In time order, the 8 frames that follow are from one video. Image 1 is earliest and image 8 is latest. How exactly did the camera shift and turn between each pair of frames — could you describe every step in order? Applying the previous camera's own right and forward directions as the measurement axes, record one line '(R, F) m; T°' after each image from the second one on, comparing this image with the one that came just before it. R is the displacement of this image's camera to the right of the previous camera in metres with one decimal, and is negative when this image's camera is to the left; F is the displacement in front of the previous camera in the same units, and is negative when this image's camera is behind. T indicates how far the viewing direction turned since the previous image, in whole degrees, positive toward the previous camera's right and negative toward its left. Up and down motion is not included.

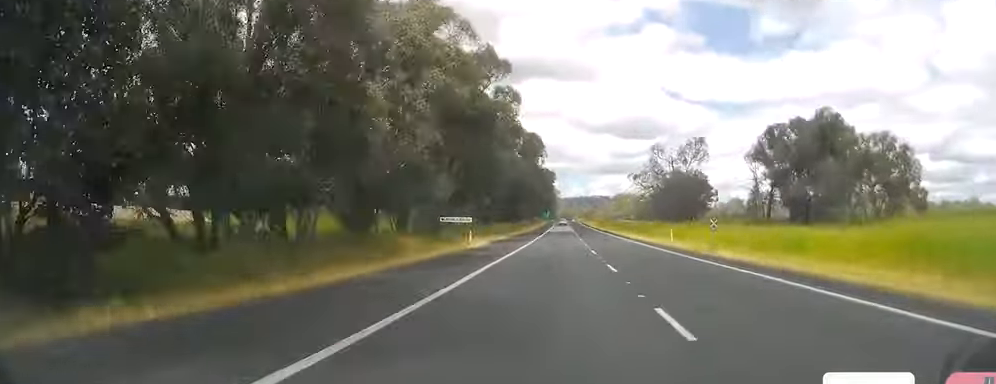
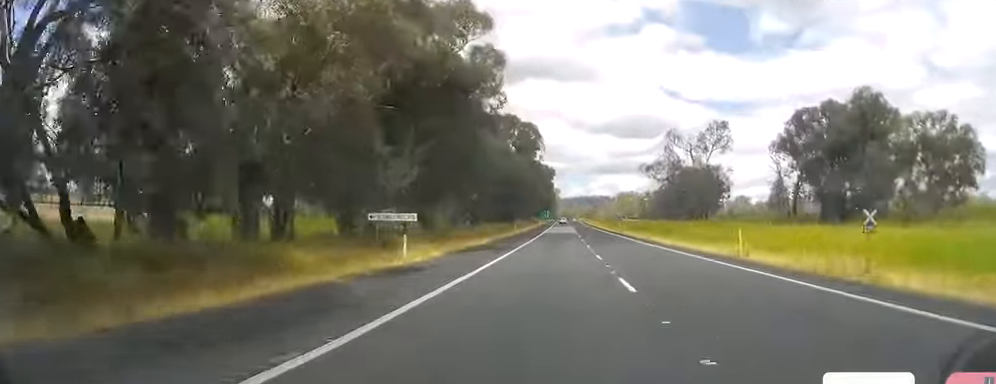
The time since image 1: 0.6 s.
(+0.3, +18.5) m; +1°
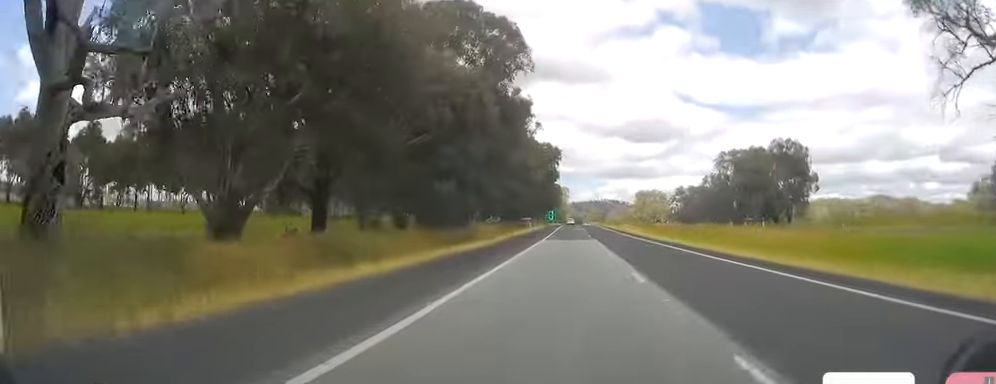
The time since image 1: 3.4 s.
(-1.2, +81.6) m; -1°
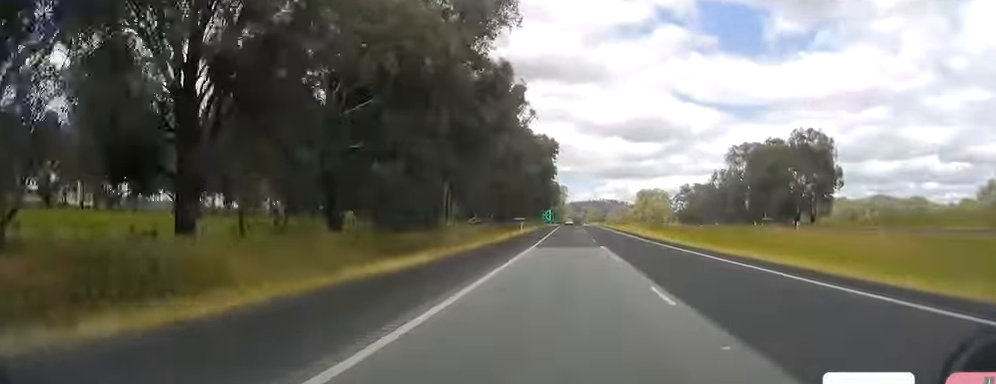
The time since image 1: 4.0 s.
(+0.1, +16.6) m; 0°
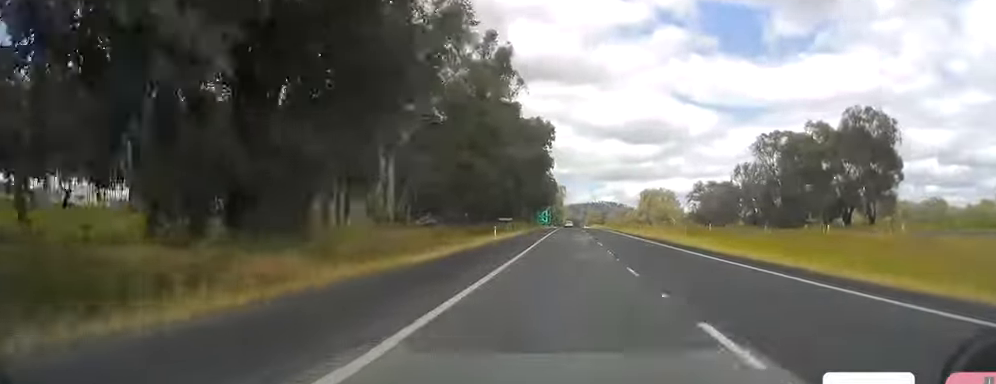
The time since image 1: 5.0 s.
(+0.2, +29.2) m; 0°
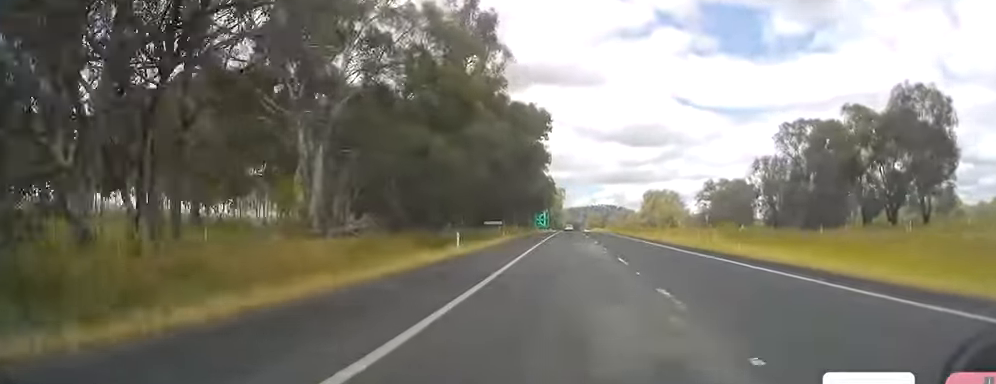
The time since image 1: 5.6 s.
(-0.3, +18.5) m; -1°
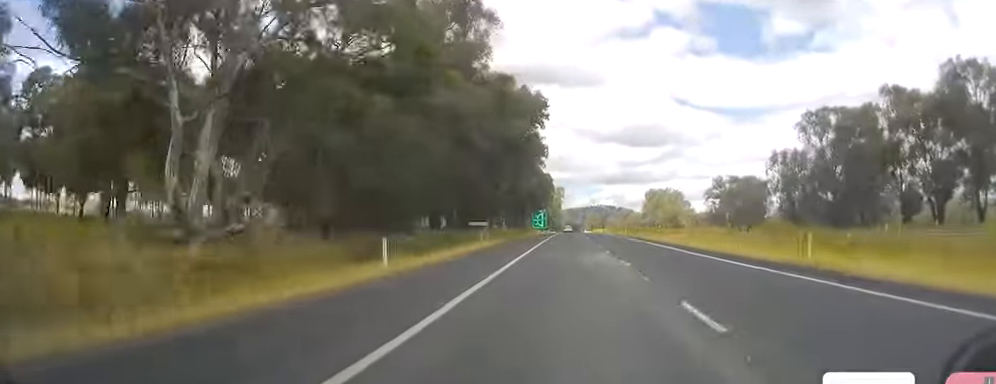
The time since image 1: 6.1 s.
(+0.2, +14.5) m; +1°
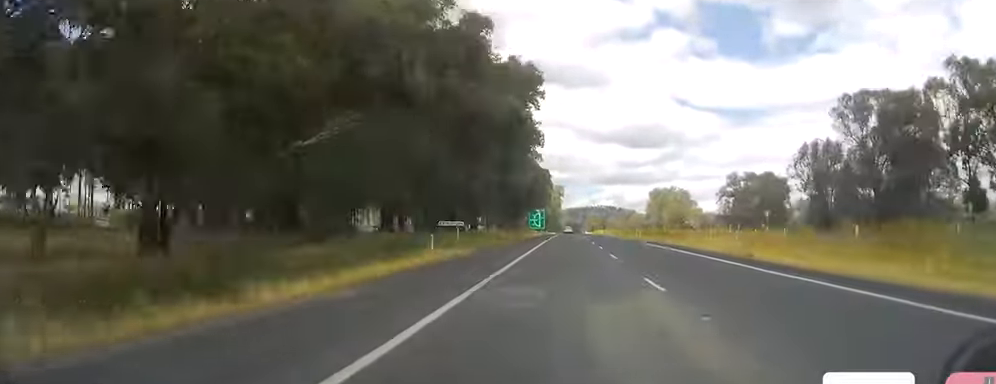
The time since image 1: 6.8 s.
(+0.1, +18.5) m; +1°
